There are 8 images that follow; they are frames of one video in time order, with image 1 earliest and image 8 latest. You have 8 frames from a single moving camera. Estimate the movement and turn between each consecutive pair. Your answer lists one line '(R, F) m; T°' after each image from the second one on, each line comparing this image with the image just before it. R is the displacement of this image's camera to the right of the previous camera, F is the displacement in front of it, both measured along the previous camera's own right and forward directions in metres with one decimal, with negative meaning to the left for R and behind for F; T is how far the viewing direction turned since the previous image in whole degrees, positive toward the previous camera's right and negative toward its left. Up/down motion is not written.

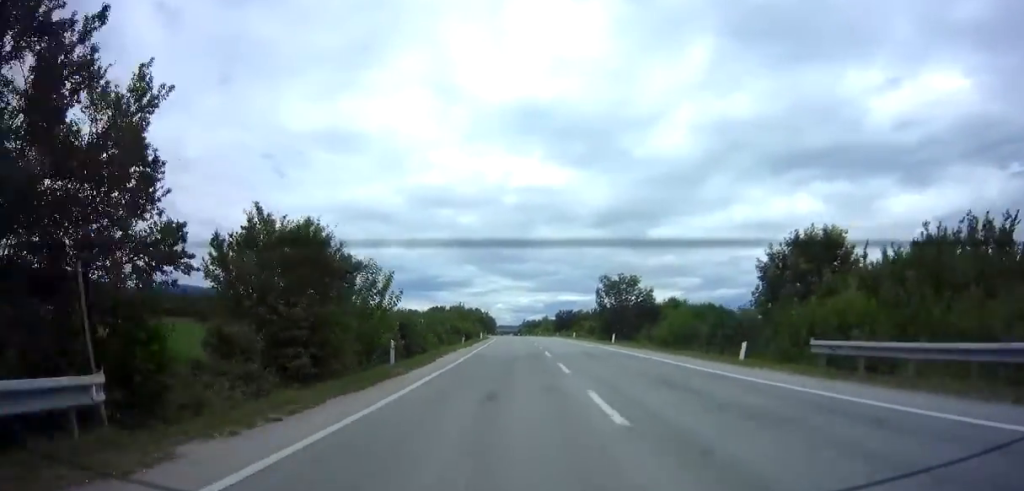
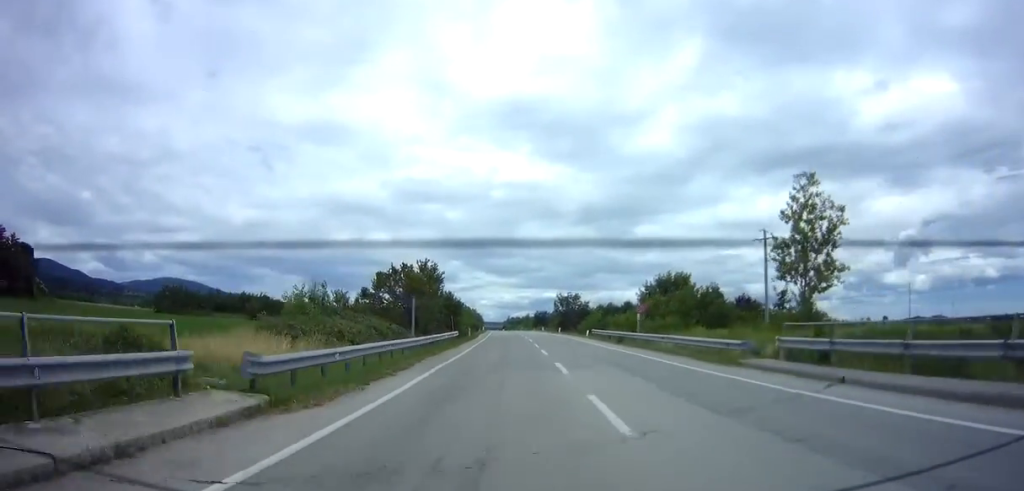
(+0.2, +36.4) m; +1°
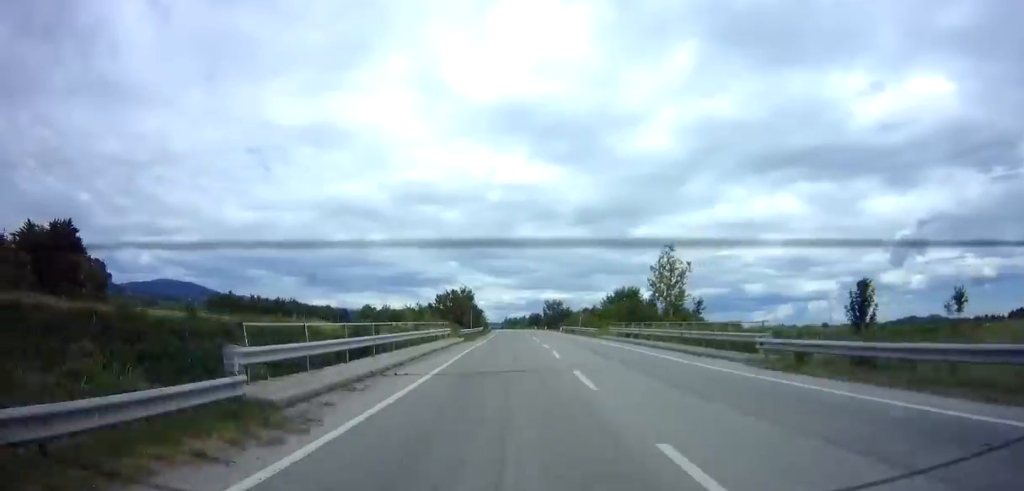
(+0.6, +32.2) m; +2°
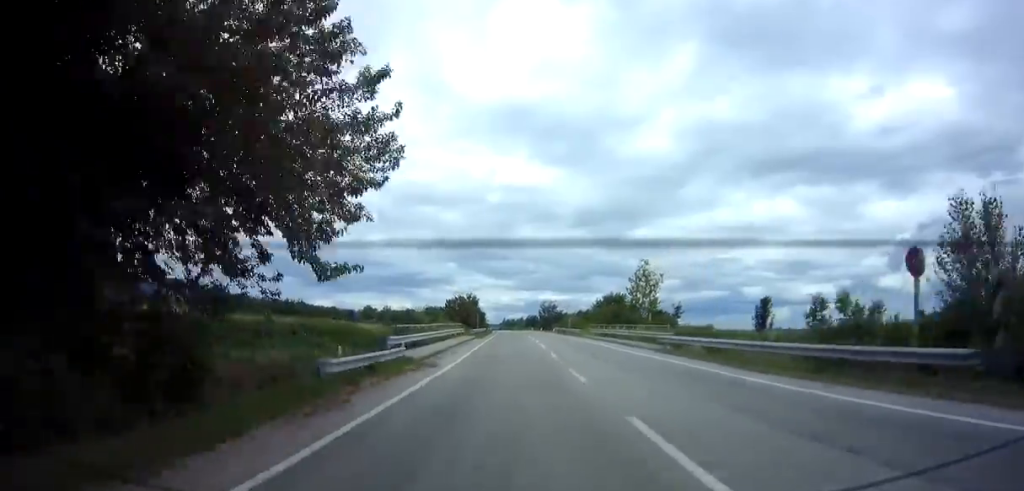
(0.0, +11.7) m; 0°
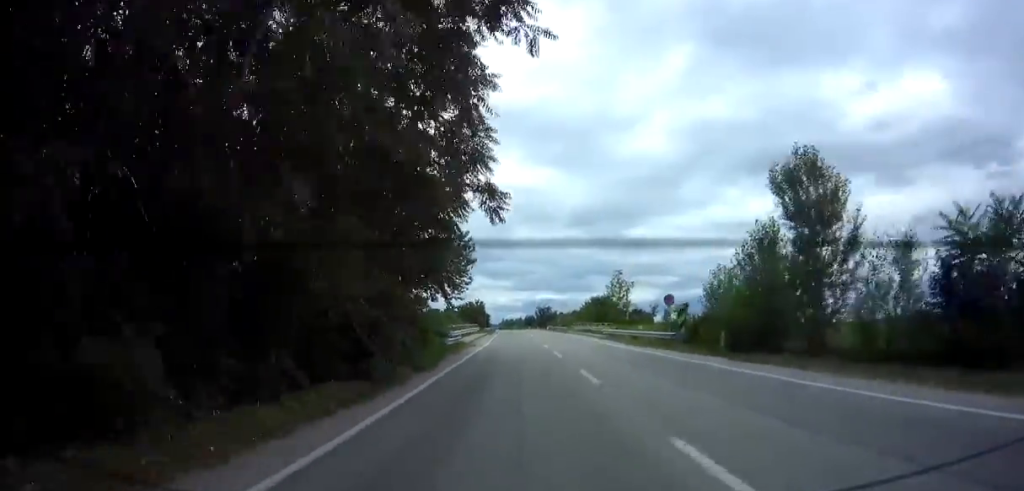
(+0.1, +18.5) m; 0°
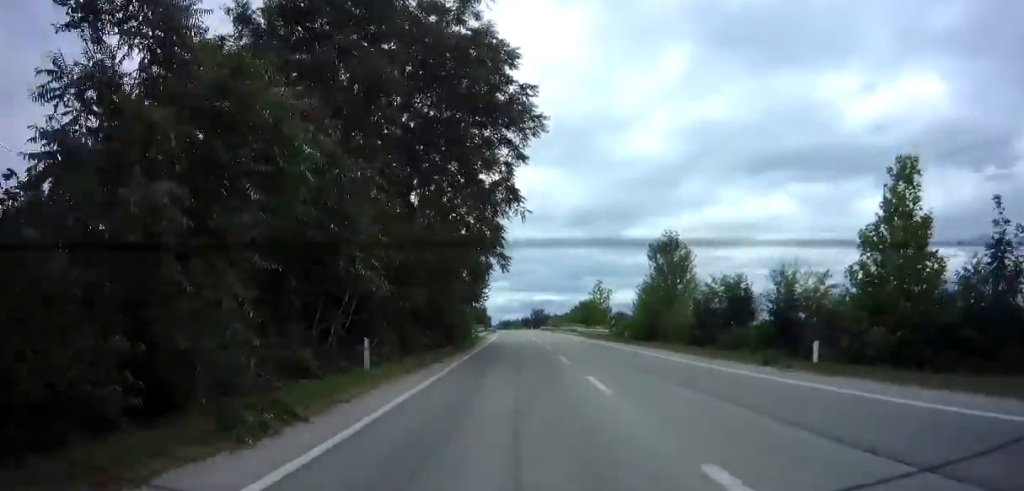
(0.0, +18.4) m; 0°
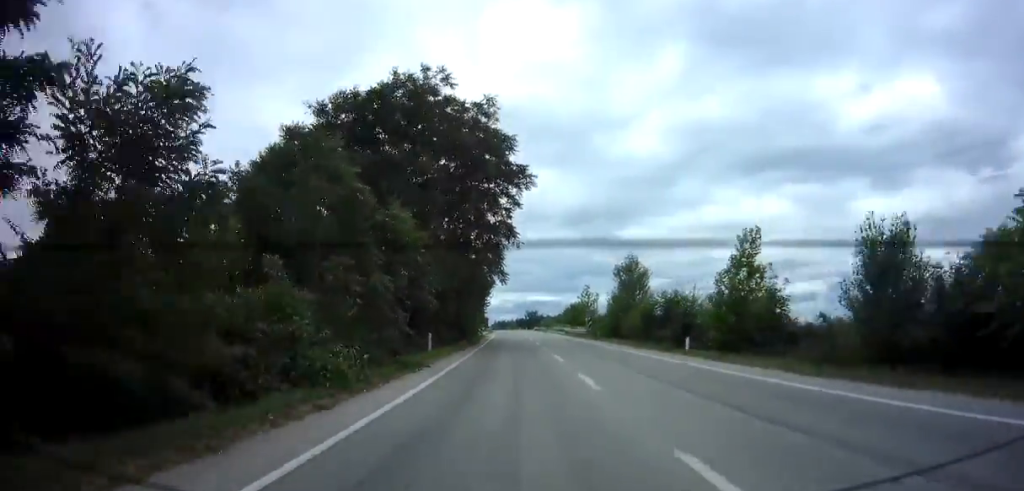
(0.0, +10.9) m; 0°
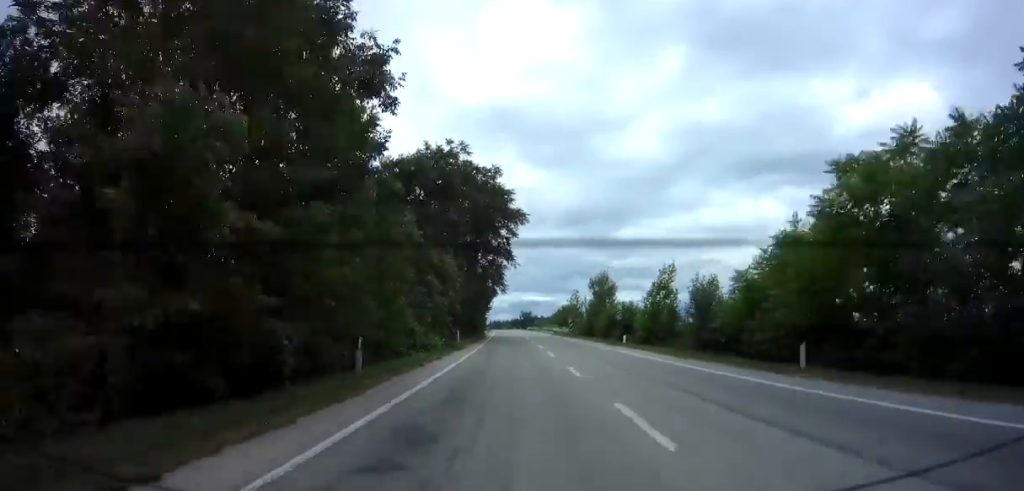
(+0.1, +13.6) m; 0°
